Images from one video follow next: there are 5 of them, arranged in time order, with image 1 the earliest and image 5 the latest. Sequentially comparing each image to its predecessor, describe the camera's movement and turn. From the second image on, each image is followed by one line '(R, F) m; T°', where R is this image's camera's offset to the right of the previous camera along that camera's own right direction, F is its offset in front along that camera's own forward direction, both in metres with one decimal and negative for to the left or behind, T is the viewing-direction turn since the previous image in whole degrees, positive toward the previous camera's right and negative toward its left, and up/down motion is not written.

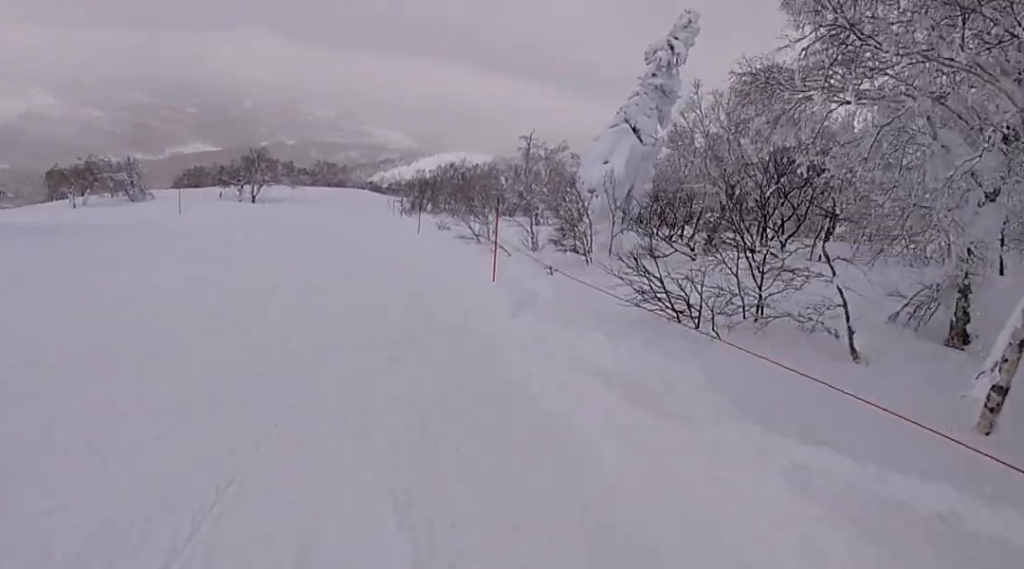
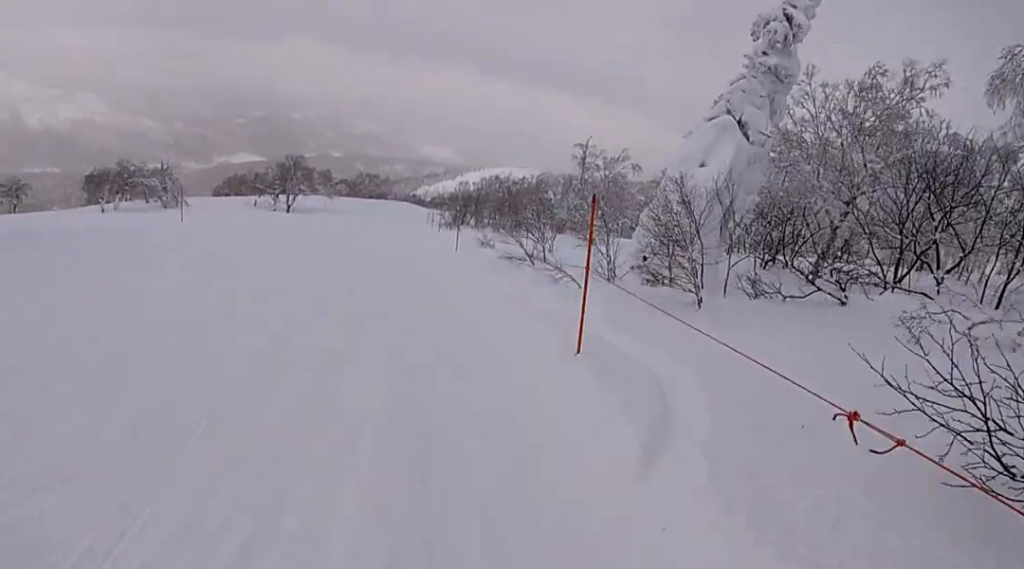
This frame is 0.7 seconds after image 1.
(-0.5, +5.6) m; -7°
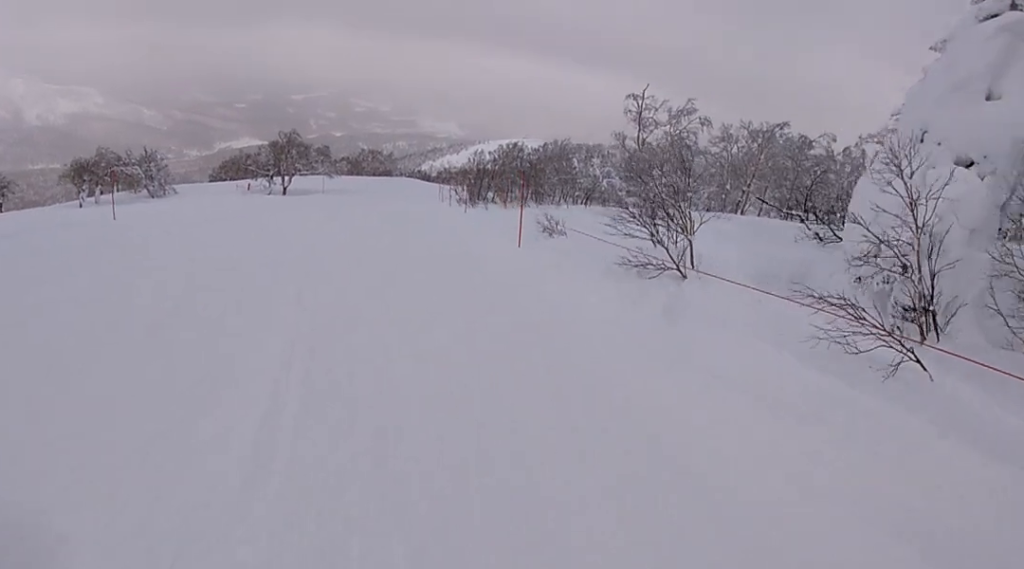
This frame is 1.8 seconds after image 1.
(-1.0, +9.2) m; -1°
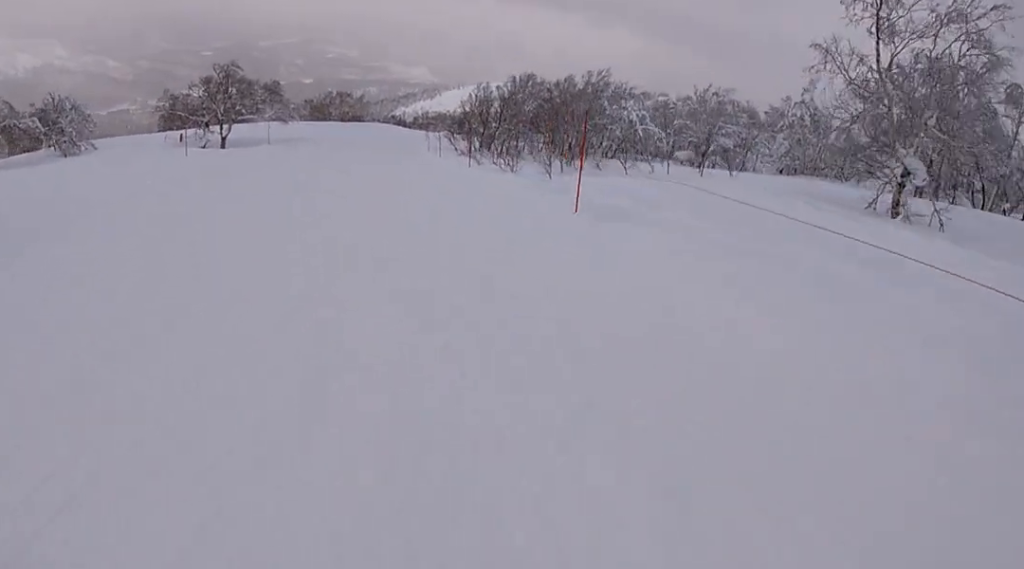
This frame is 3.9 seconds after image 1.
(+0.9, +20.1) m; -6°
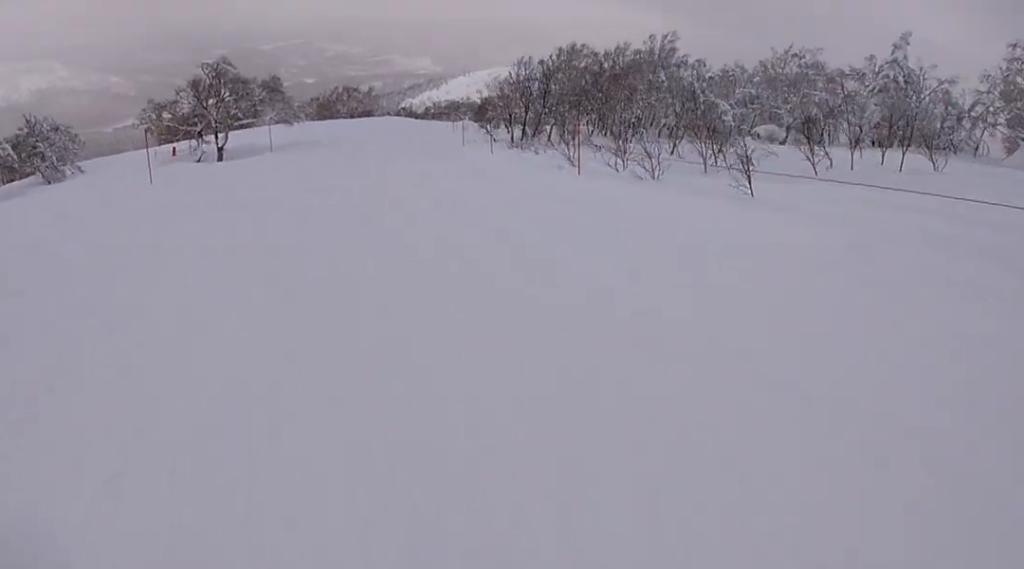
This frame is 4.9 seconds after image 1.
(-0.8, +10.3) m; +4°
